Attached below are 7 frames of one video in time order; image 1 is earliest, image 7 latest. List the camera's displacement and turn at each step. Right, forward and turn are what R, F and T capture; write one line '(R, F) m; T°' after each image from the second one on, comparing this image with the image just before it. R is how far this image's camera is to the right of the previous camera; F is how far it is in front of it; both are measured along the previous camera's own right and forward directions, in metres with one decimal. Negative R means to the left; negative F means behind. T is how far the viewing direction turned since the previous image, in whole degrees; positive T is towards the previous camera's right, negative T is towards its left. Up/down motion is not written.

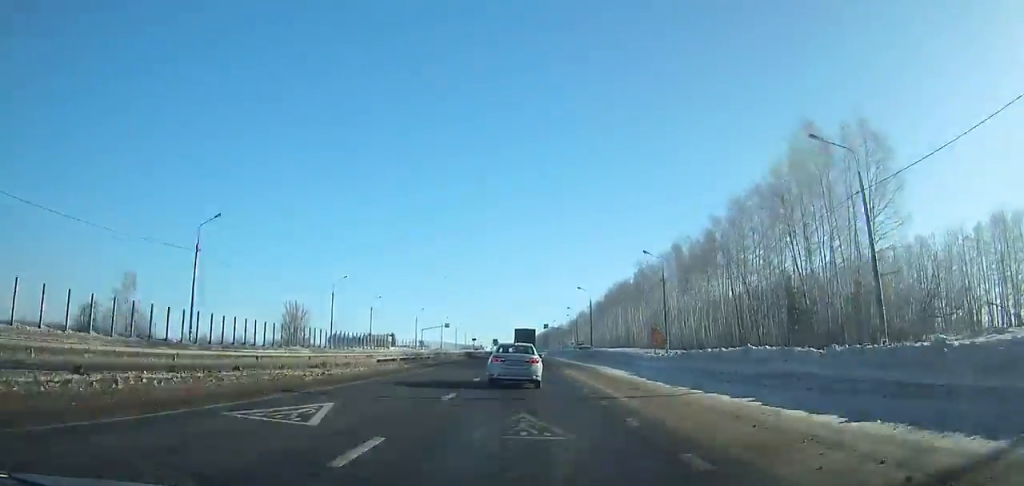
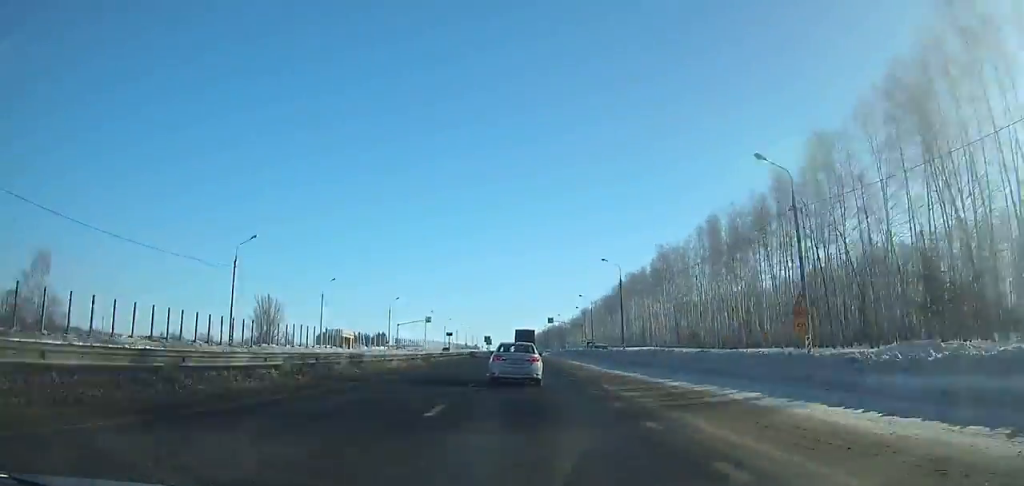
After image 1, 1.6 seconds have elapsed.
(0.0, +28.0) m; 0°
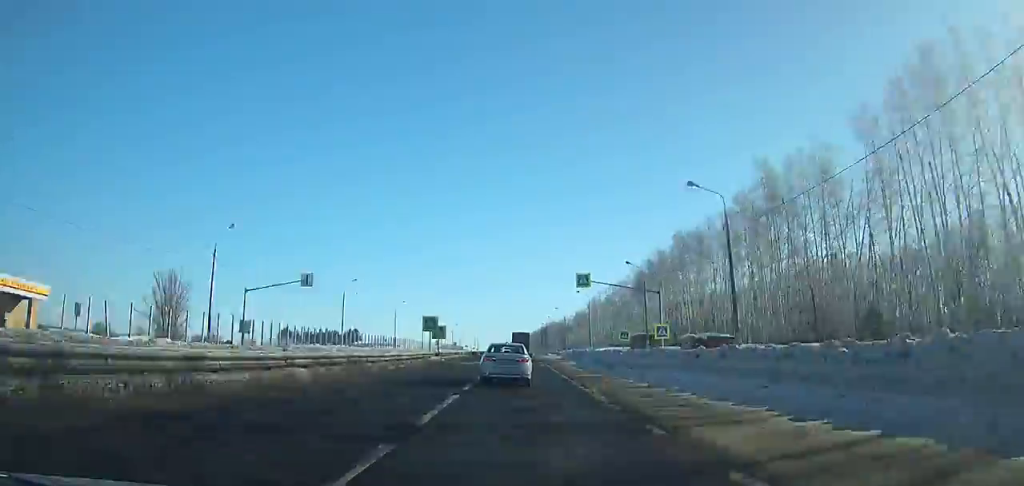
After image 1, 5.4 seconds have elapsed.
(0.0, +65.5) m; 0°
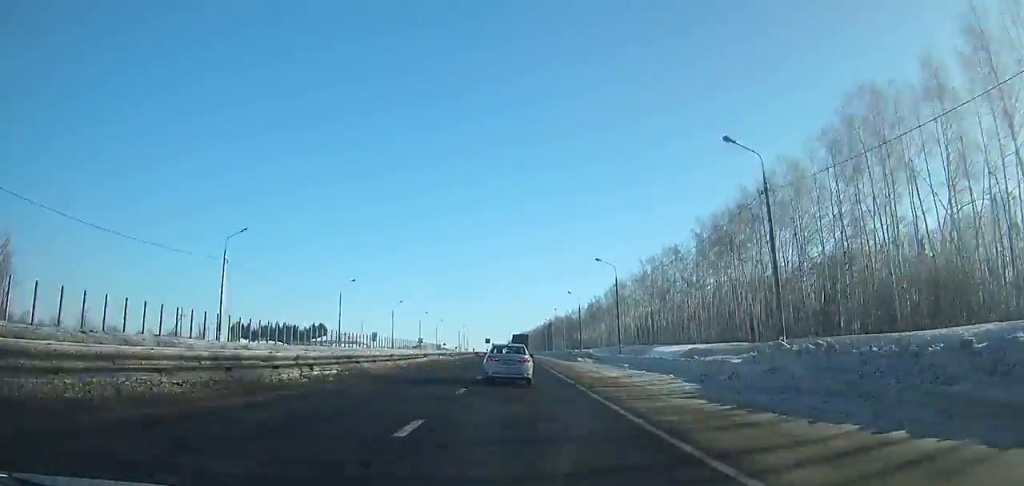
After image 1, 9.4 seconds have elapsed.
(0.0, +69.4) m; 0°
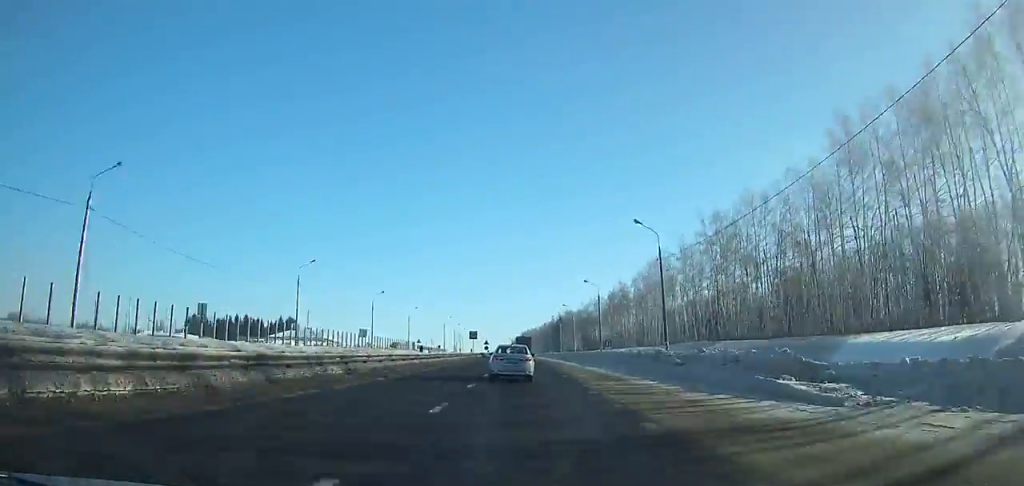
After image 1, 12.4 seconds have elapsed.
(-0.1, +52.9) m; 0°
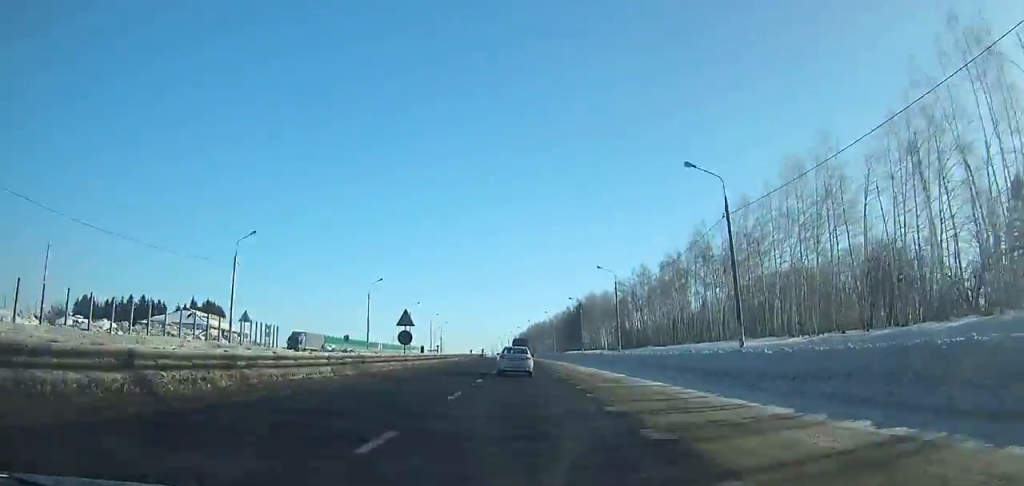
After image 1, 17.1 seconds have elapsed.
(+0.2, +85.3) m; -1°
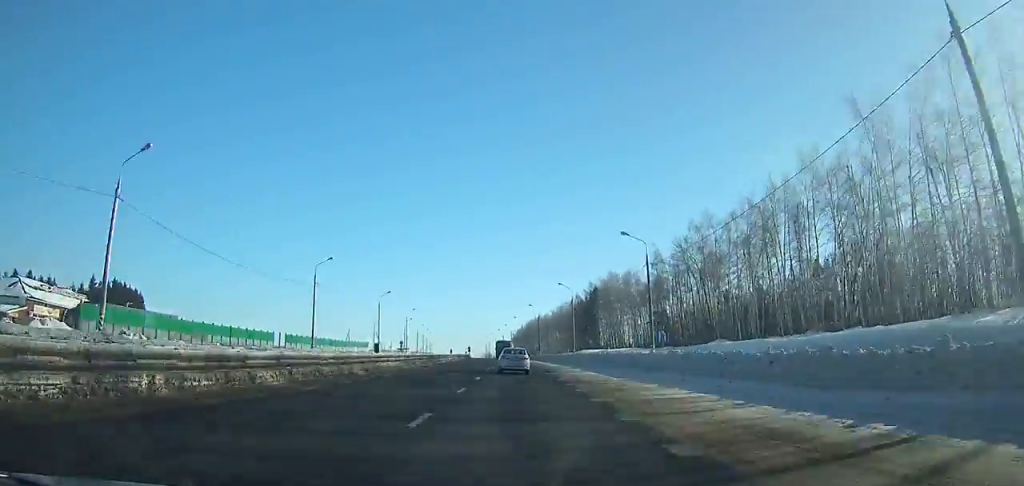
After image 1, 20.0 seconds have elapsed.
(-0.5, +54.6) m; -1°
